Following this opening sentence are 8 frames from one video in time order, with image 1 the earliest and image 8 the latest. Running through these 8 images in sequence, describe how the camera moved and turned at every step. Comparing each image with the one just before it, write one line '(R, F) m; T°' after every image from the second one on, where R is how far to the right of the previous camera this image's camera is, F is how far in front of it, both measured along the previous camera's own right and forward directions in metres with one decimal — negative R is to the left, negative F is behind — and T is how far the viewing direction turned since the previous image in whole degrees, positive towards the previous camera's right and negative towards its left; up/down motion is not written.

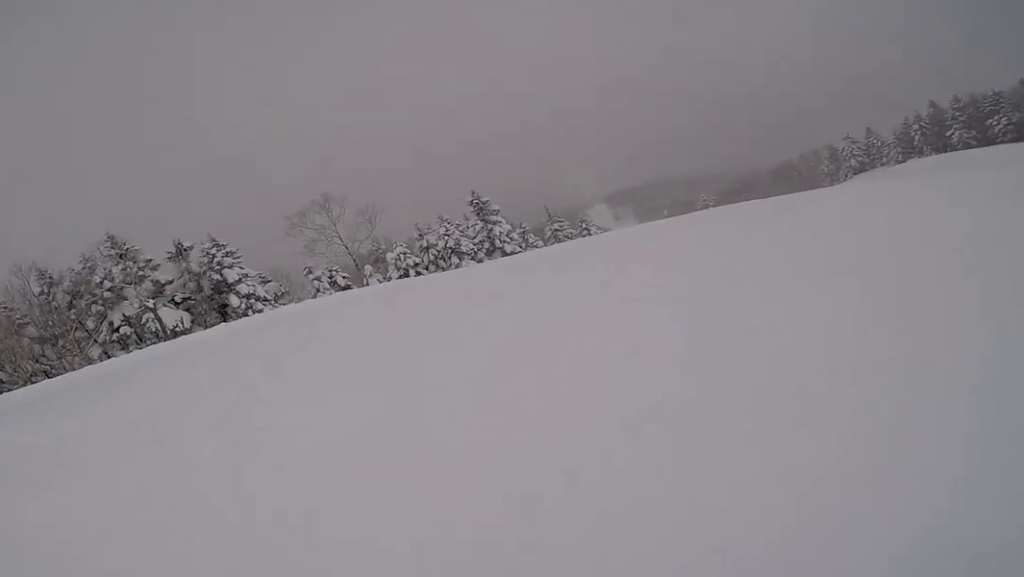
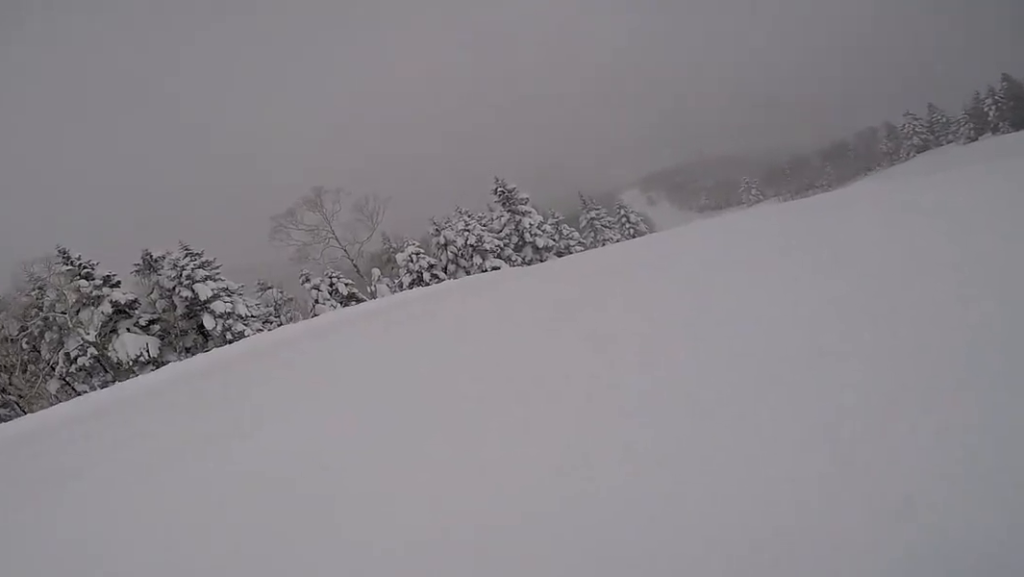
(-1.3, +5.8) m; +3°
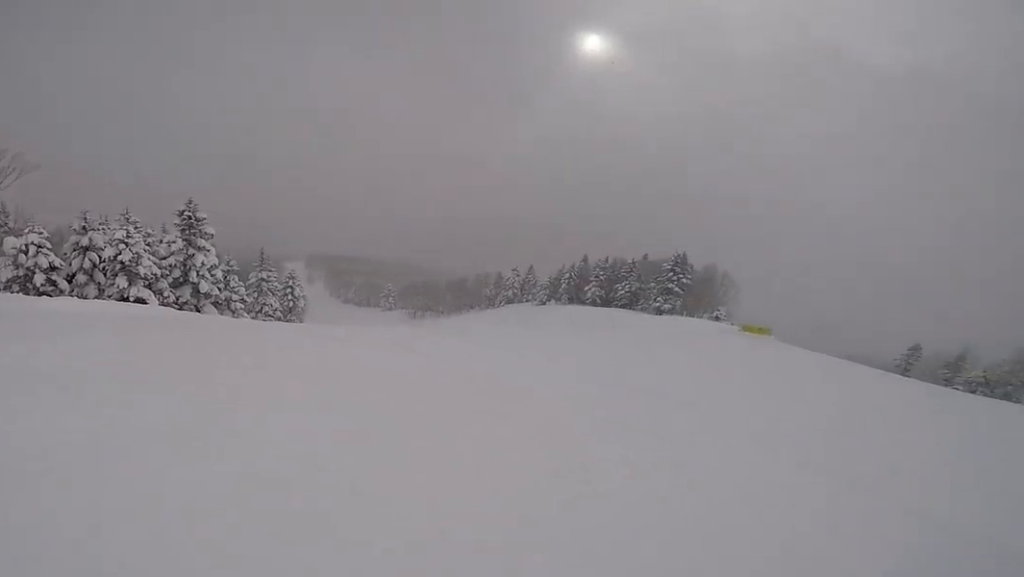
(+1.1, +3.5) m; +24°
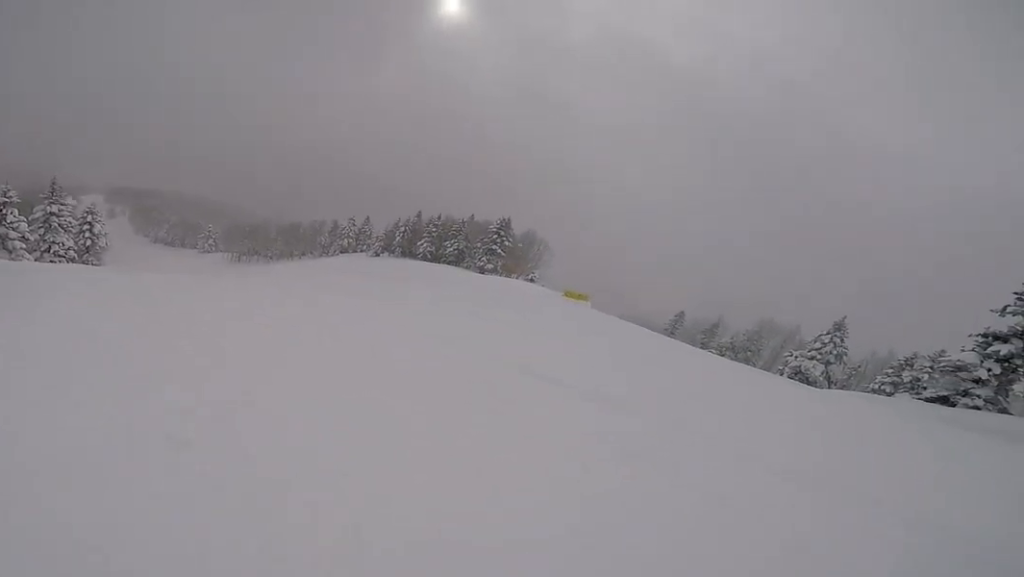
(+0.4, +2.9) m; +16°
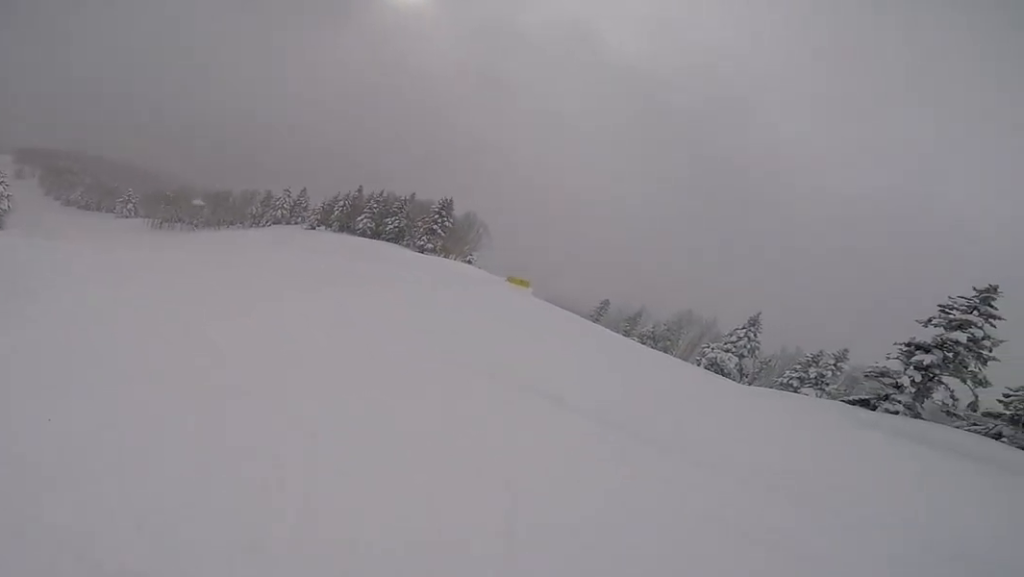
(-0.1, +2.0) m; +9°
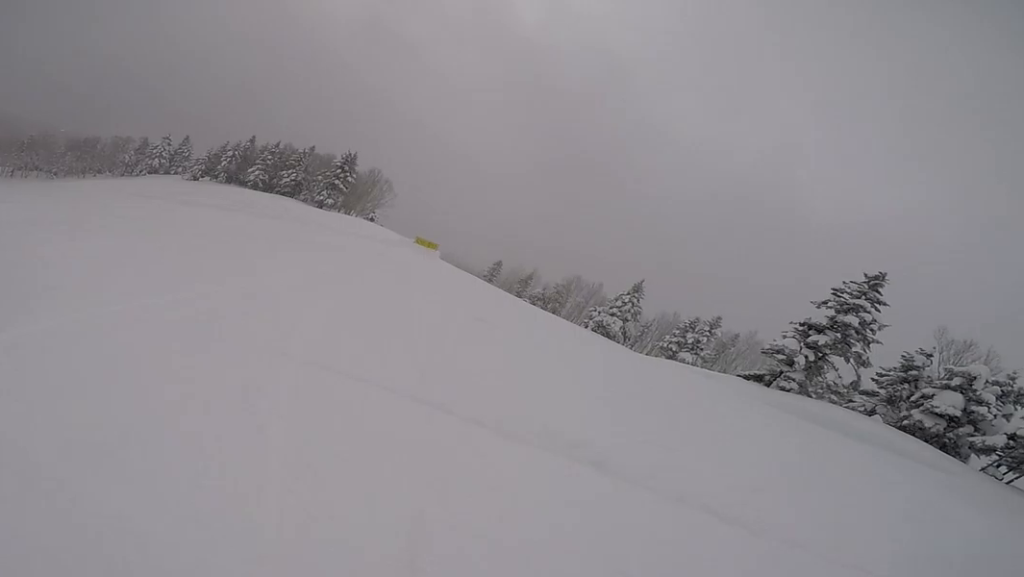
(+0.6, +2.8) m; +7°
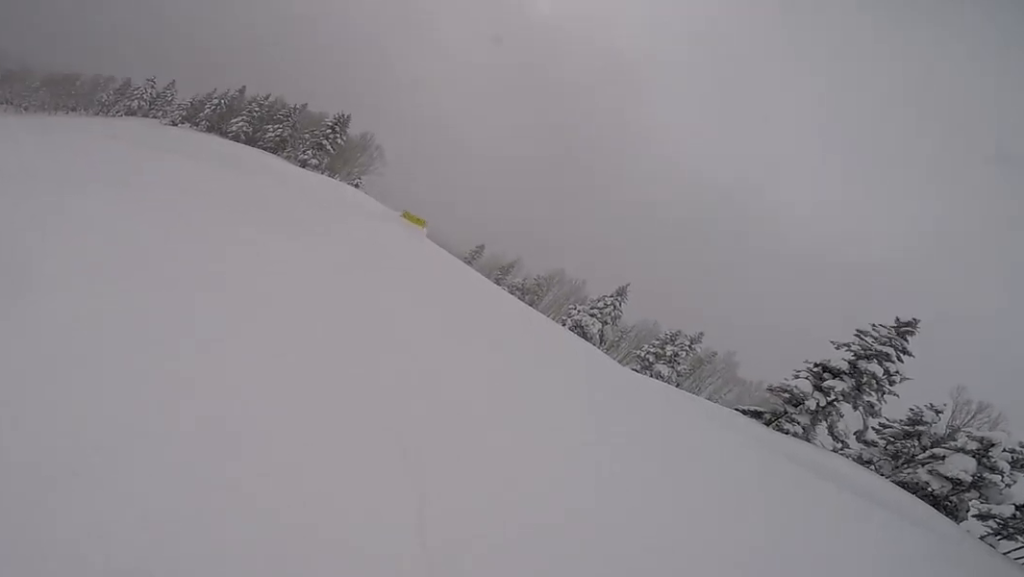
(+0.3, +3.8) m; -2°
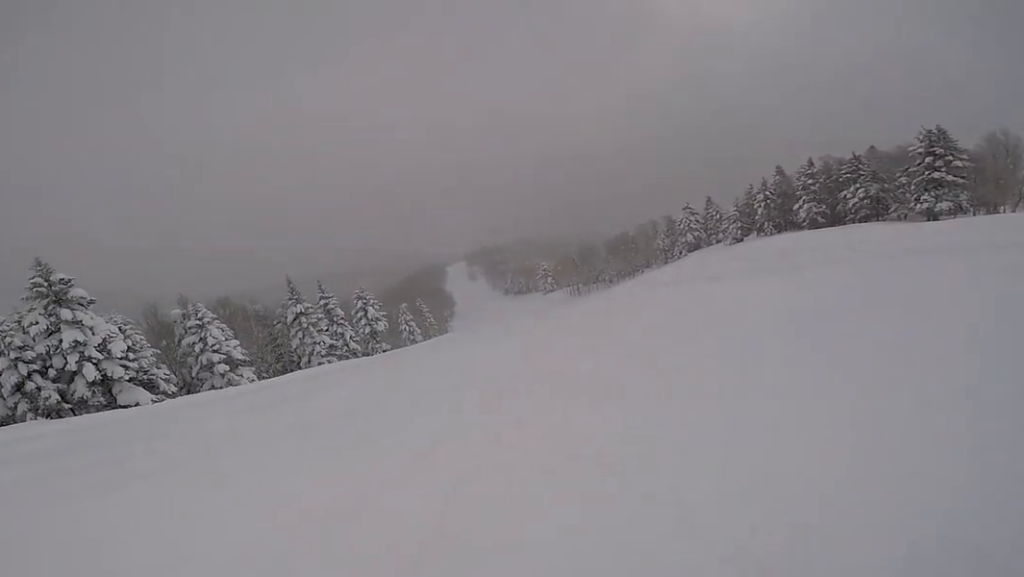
(-2.8, +9.2) m; -40°
